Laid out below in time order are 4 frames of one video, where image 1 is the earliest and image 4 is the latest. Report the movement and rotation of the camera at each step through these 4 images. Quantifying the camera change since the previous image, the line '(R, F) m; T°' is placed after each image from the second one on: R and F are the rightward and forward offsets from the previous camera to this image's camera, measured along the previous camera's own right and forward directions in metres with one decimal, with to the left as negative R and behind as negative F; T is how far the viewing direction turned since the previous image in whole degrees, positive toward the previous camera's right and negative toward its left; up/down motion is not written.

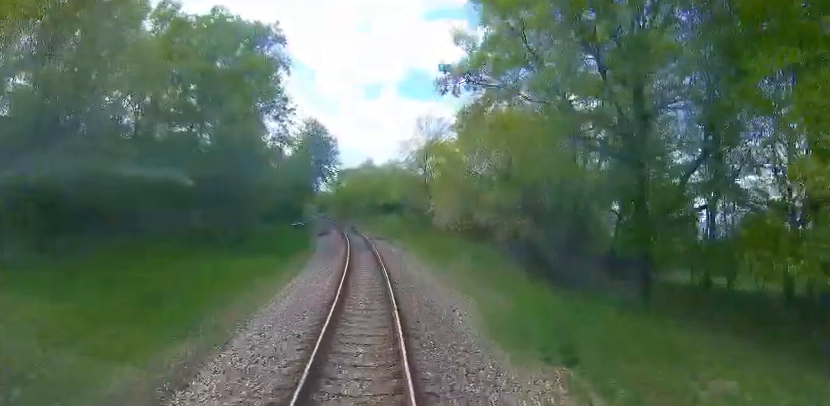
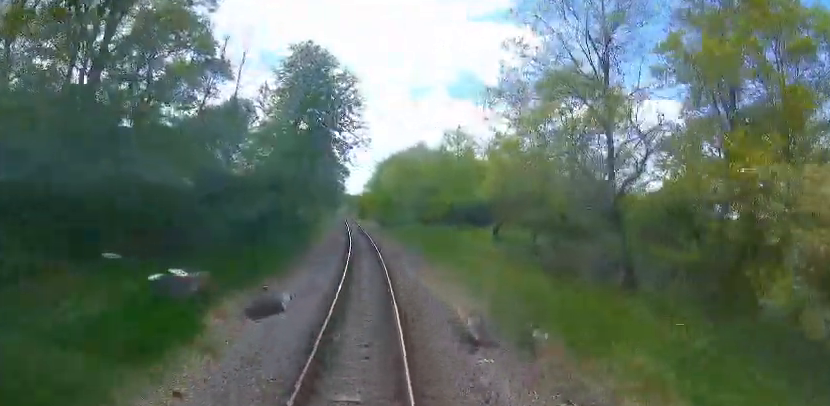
(-1.7, +28.7) m; -8°
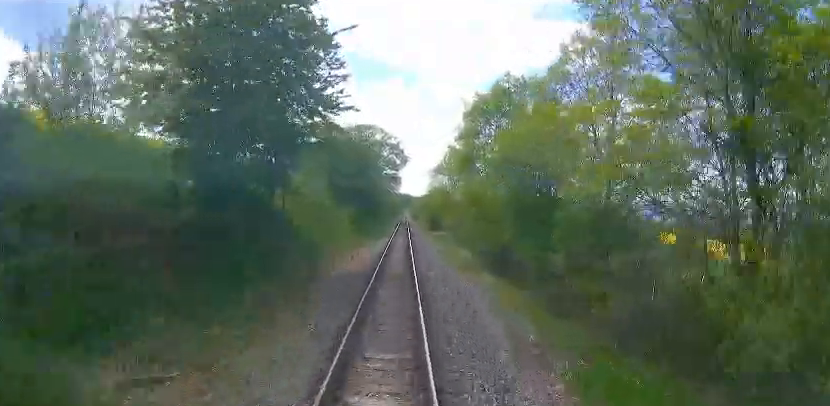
(-3.2, +43.9) m; -8°
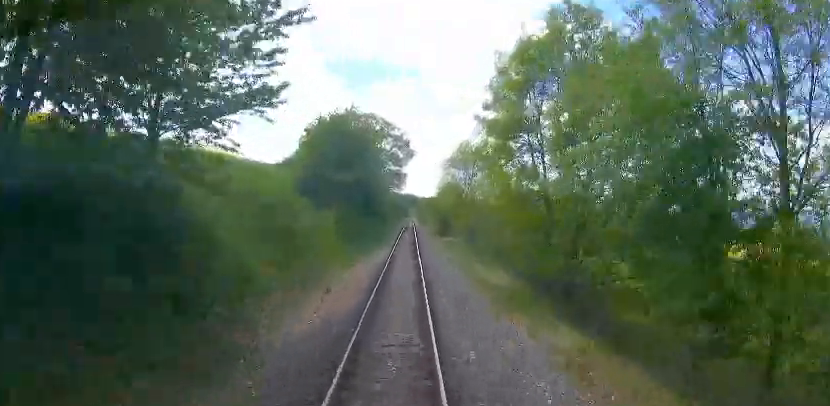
(+0.3, +9.8) m; +3°
